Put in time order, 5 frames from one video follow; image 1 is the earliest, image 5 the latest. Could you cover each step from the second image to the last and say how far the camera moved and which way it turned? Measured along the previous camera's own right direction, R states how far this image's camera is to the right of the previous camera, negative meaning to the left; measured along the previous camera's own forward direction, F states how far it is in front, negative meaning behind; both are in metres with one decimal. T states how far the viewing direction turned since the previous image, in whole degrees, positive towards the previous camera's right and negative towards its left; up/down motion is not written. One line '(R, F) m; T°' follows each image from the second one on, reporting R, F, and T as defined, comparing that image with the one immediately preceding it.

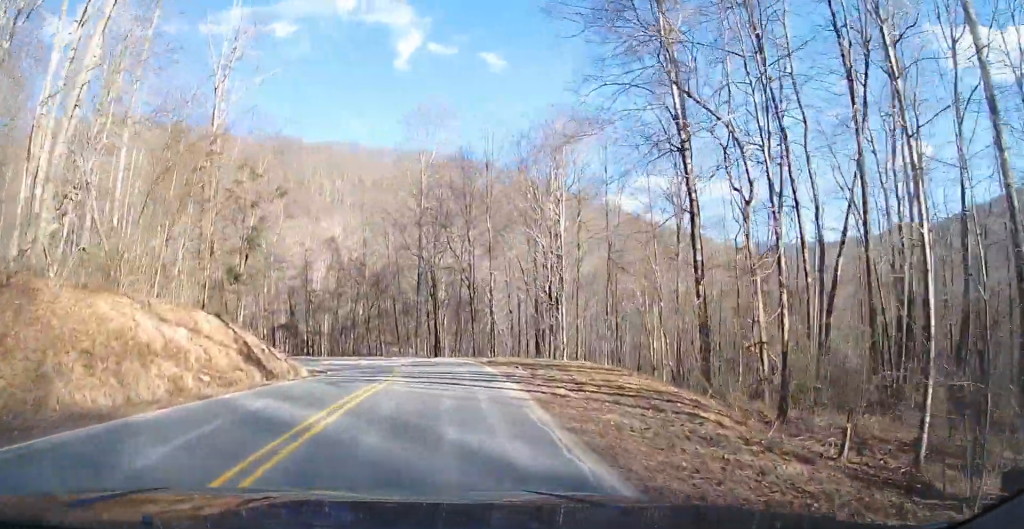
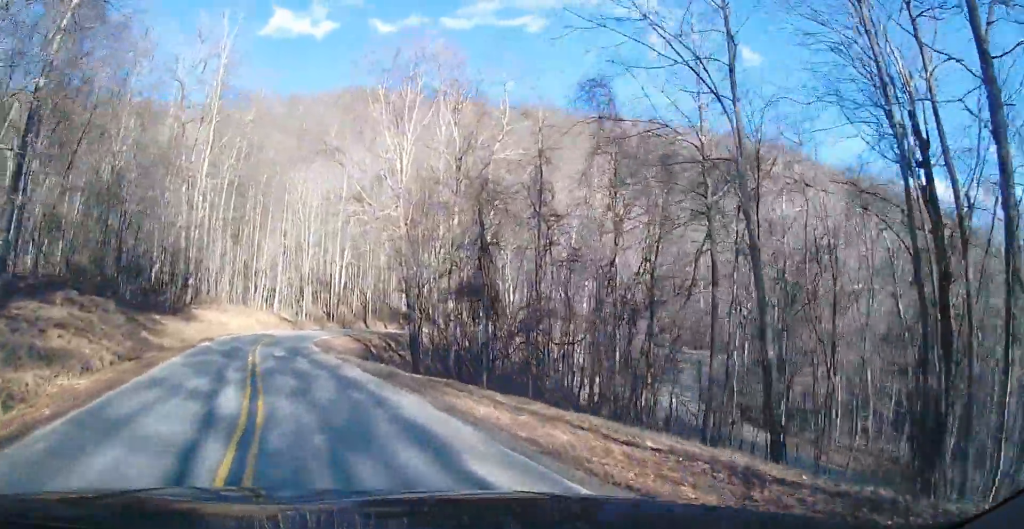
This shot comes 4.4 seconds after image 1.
(+17.0, +35.2) m; +8°
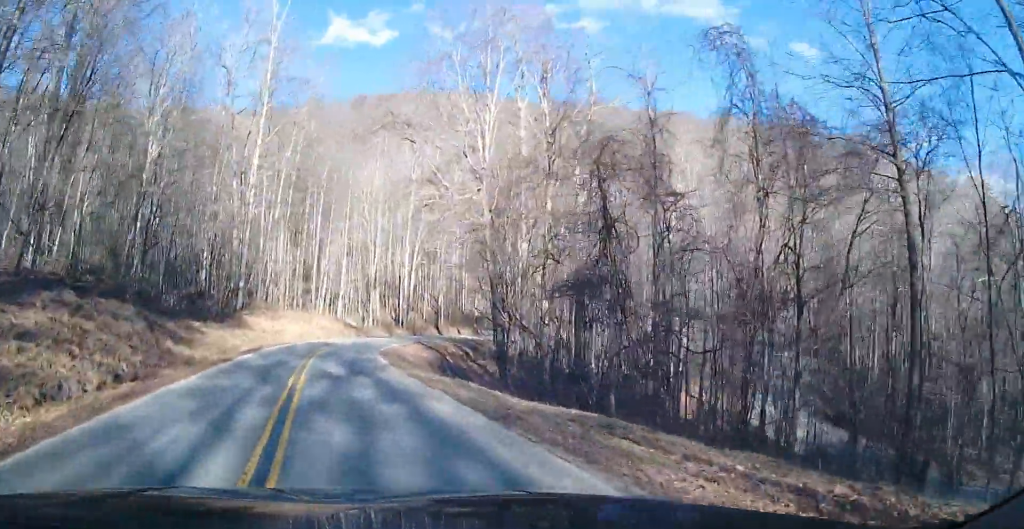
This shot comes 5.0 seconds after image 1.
(+0.3, +6.1) m; -4°
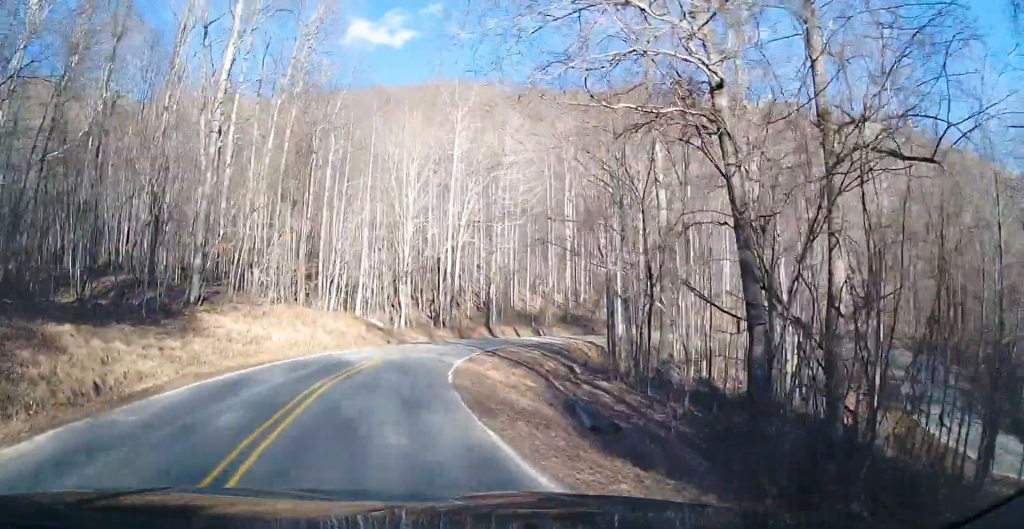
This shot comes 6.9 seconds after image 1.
(-2.3, +19.8) m; -5°
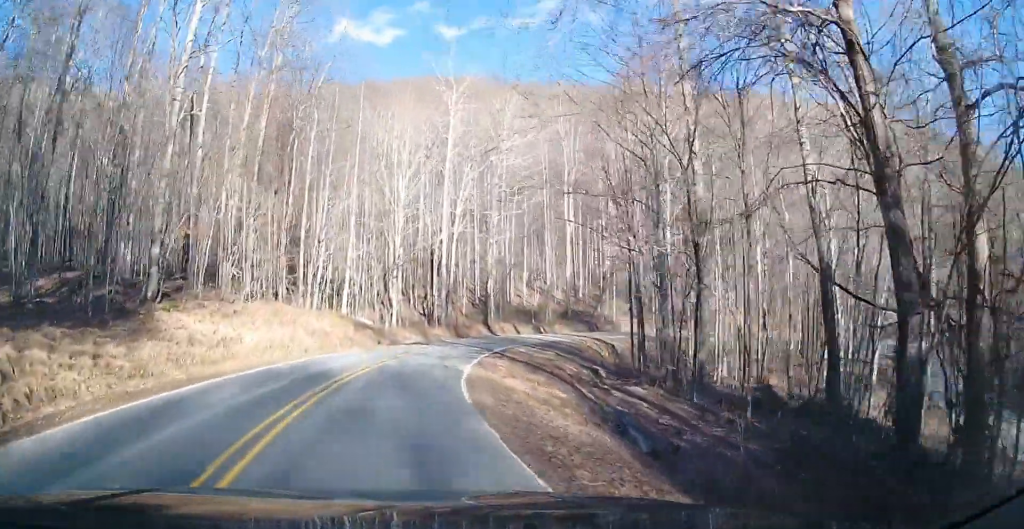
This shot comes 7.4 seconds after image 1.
(+0.1, +4.7) m; +1°
